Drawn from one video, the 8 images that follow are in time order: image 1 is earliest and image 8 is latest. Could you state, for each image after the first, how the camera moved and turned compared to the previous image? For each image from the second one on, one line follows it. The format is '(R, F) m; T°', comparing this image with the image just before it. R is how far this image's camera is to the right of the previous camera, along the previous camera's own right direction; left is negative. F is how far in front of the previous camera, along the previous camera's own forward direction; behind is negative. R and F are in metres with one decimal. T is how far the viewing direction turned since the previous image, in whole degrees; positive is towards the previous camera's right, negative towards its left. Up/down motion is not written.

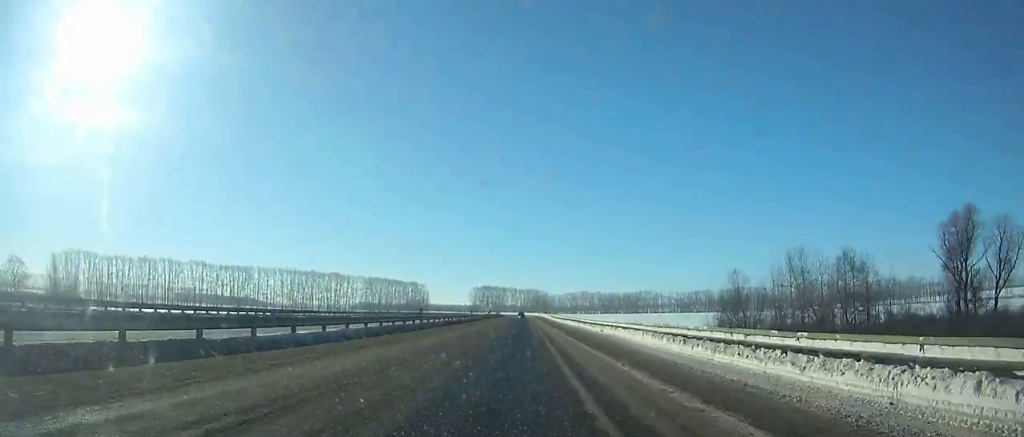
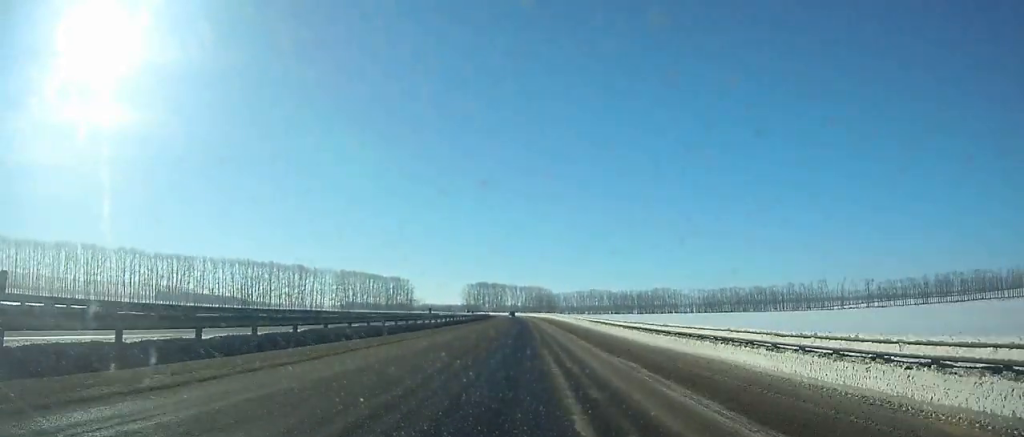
(+0.2, +72.2) m; 0°
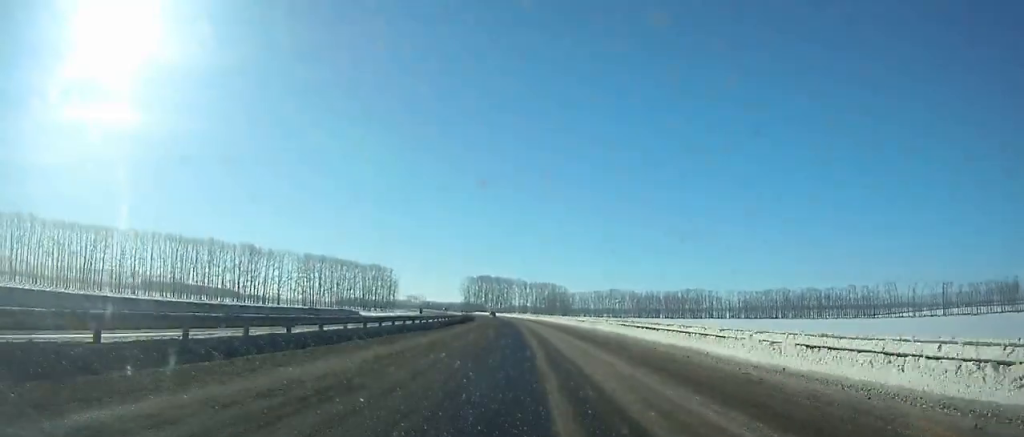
(-0.2, +79.2) m; -1°
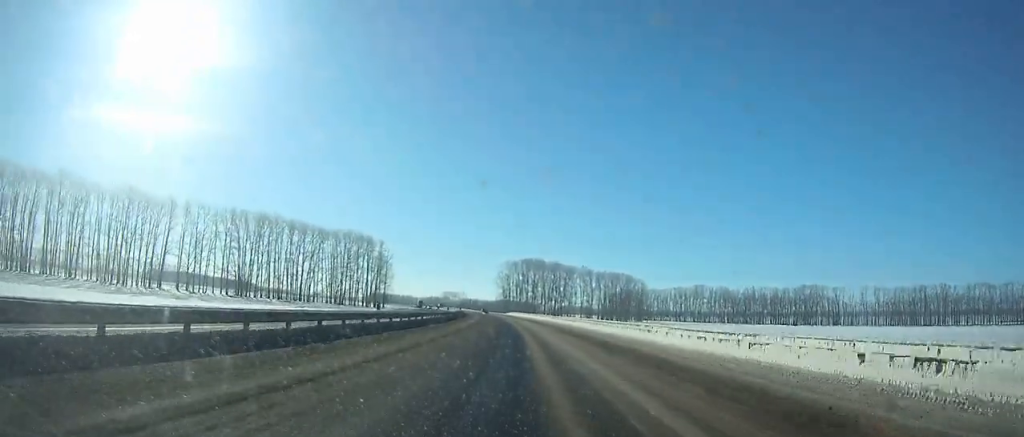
(-5.1, +127.9) m; -5°
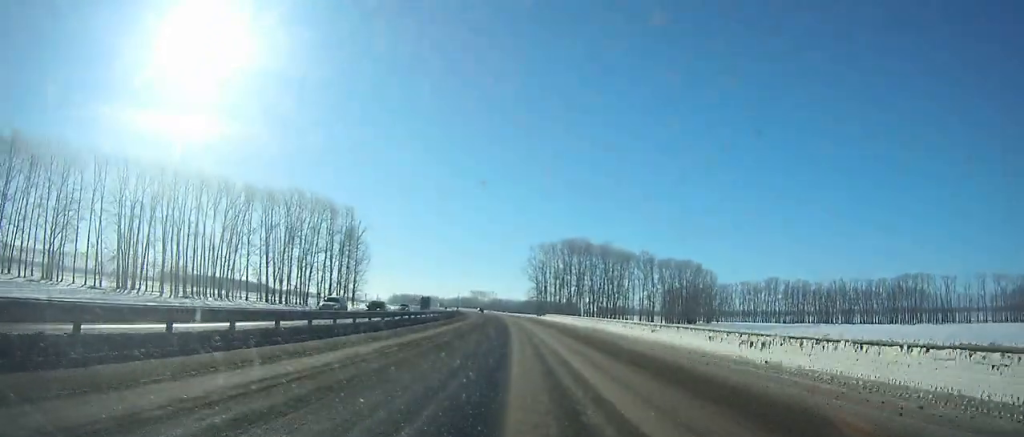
(-2.0, +75.6) m; -3°
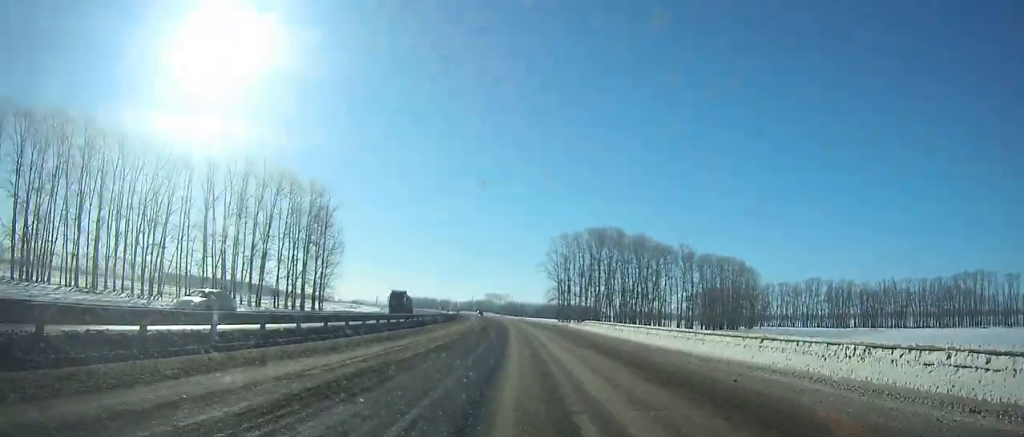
(-0.6, +34.4) m; -2°
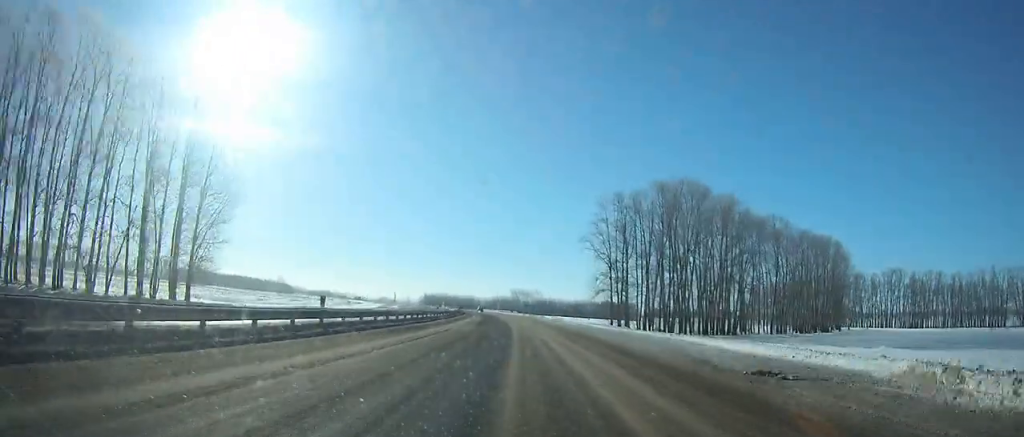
(-1.1, +55.0) m; -3°
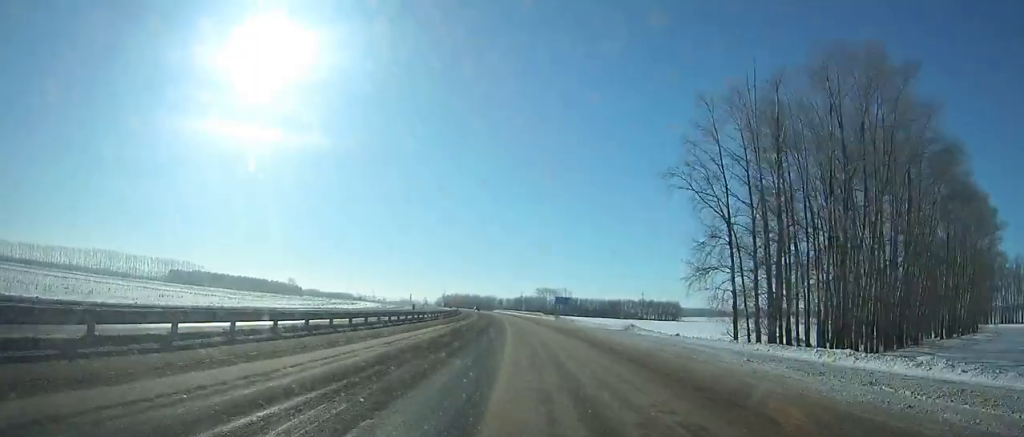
(-1.0, +55.3) m; -3°
